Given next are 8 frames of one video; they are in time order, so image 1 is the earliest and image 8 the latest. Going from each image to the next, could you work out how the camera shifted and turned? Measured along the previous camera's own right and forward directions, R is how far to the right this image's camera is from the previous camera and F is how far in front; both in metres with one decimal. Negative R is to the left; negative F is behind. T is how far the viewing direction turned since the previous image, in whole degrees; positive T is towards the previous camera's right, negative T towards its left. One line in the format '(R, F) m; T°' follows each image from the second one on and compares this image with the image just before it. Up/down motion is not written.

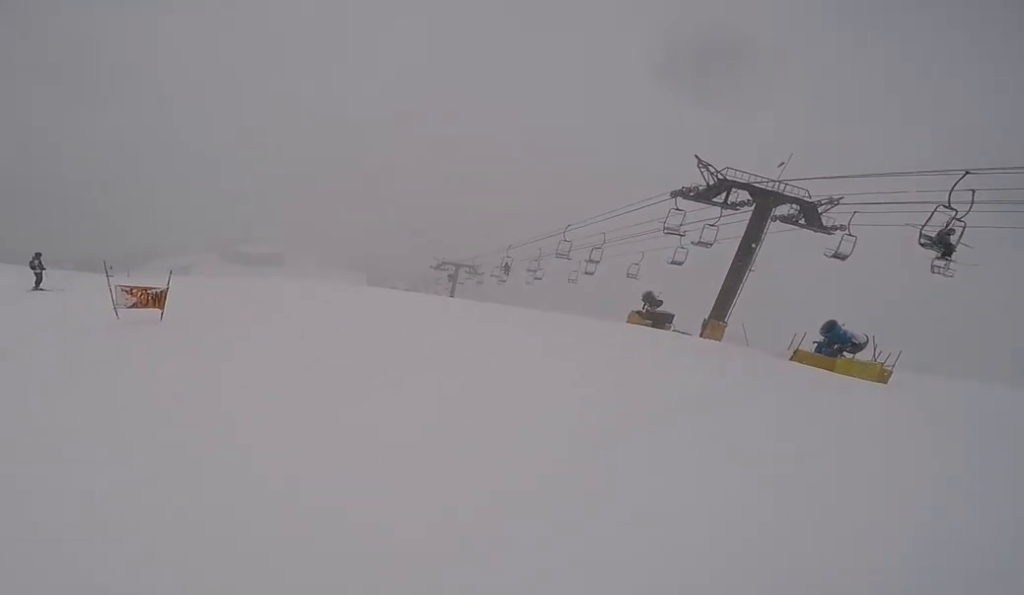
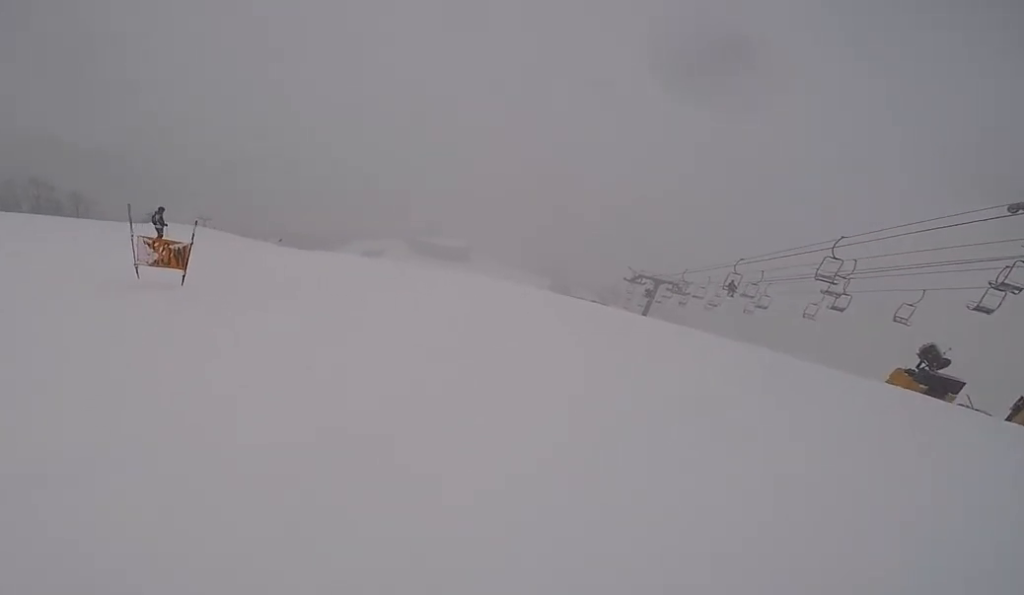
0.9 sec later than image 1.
(-1.6, +4.2) m; -24°
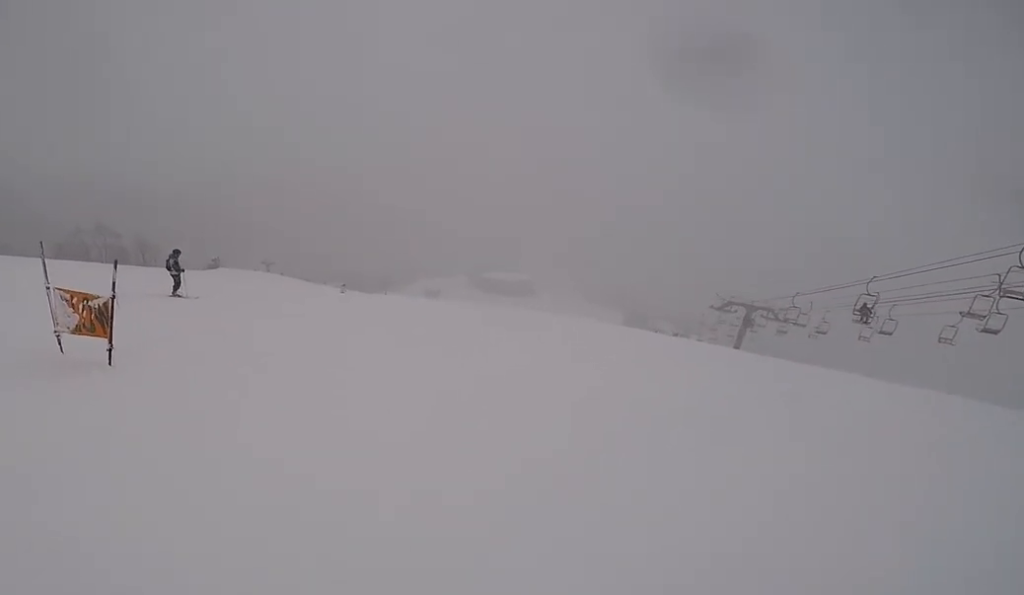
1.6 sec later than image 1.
(-0.4, +3.7) m; -4°
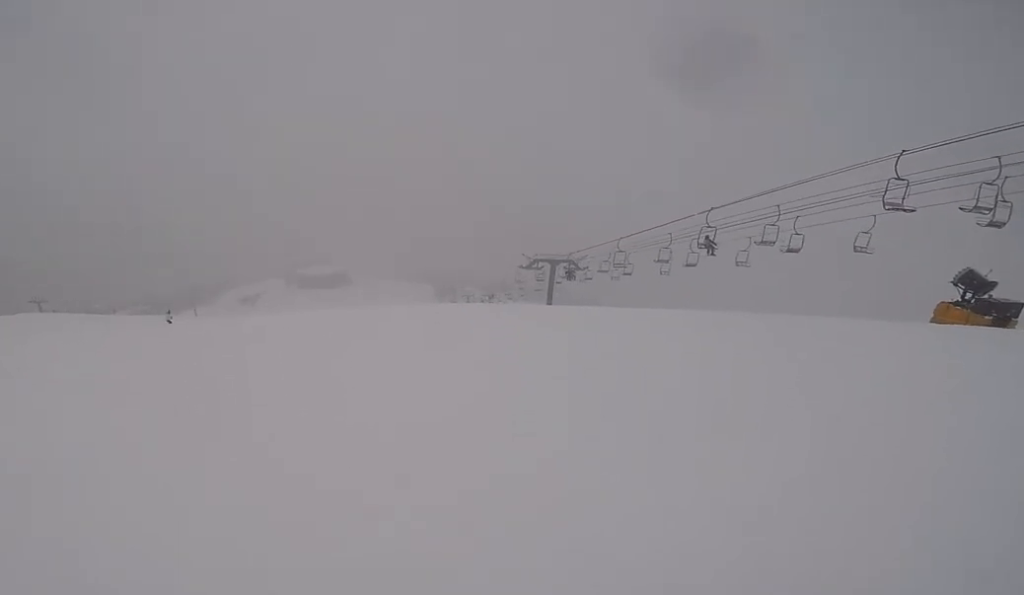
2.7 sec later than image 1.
(+0.3, +5.8) m; +20°
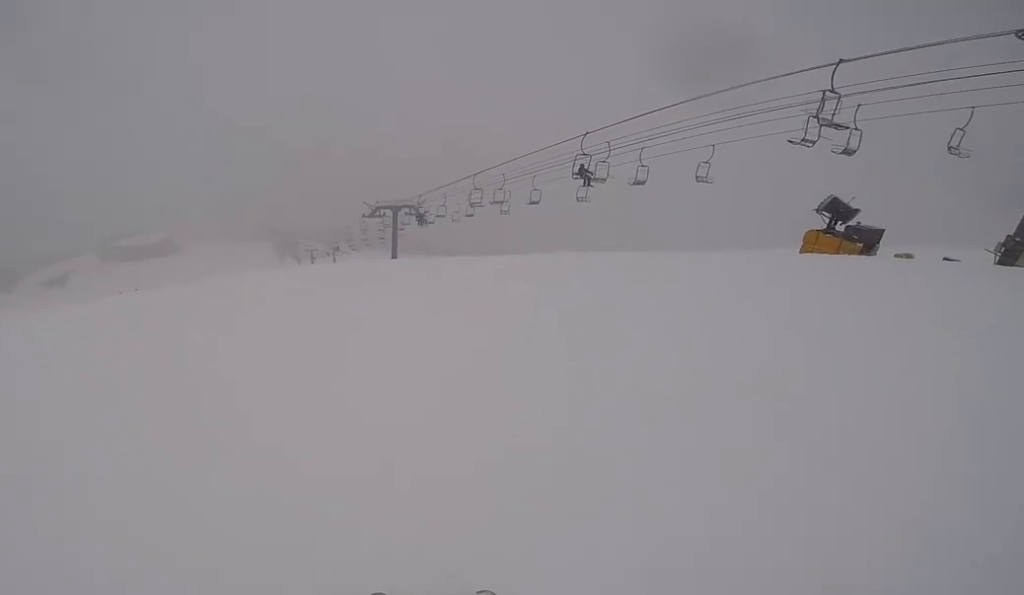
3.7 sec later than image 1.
(+1.0, +4.1) m; +14°
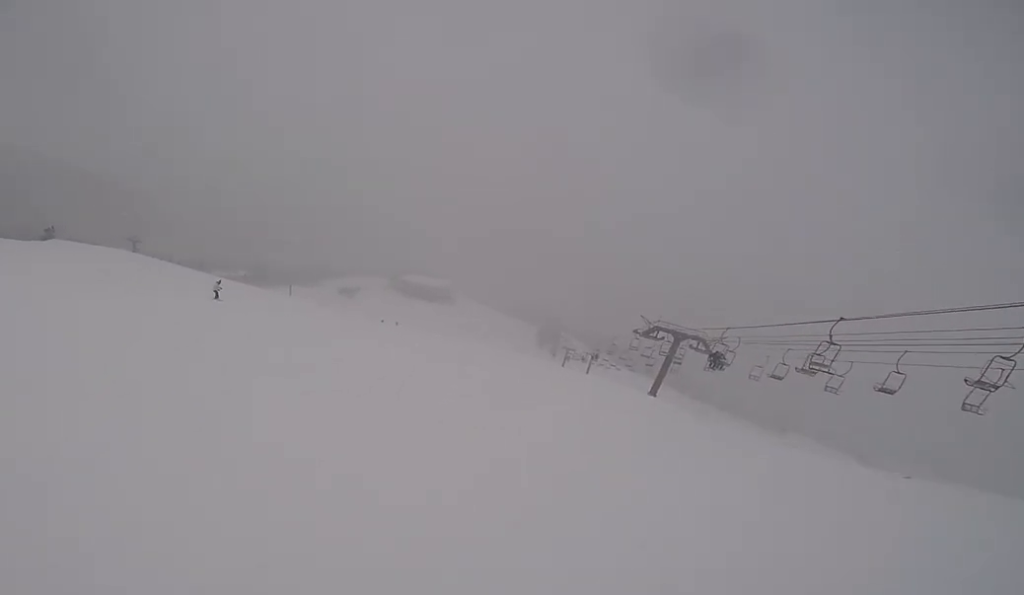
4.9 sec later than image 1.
(-0.5, +5.2) m; -30°
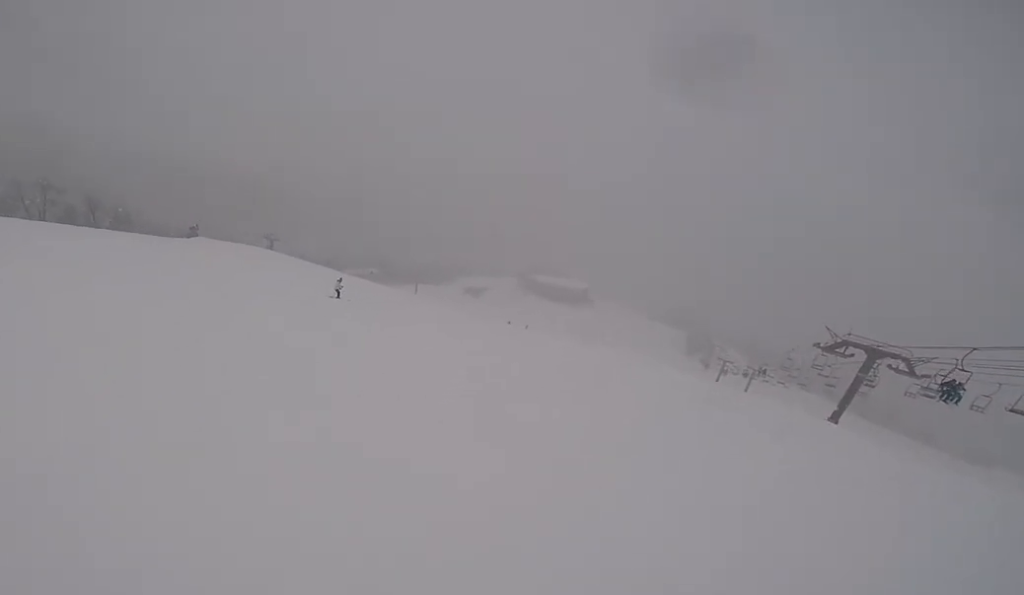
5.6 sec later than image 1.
(-0.9, +3.5) m; -19°
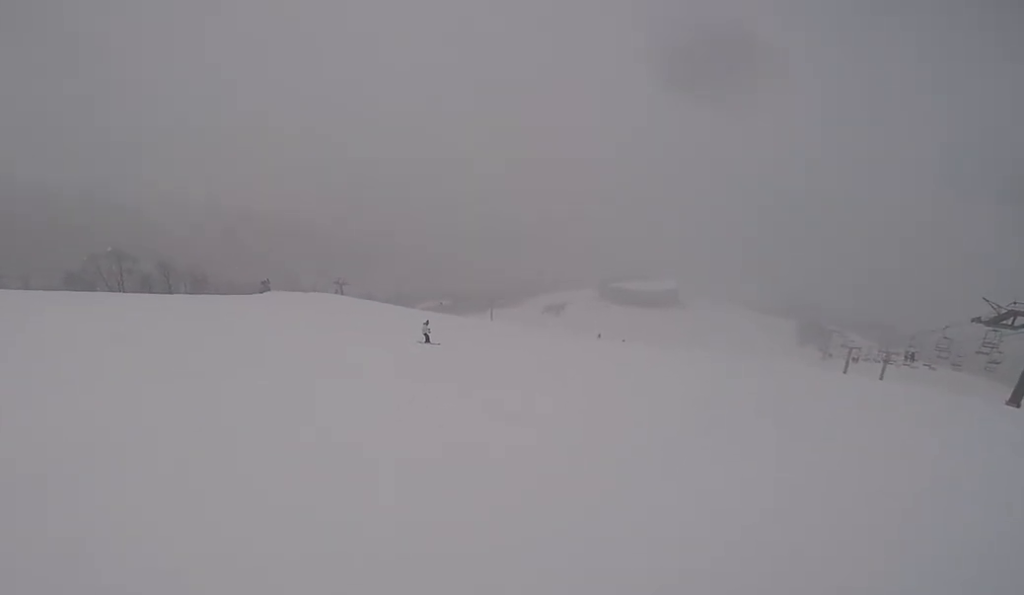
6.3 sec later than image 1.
(-0.3, +3.4) m; -6°
